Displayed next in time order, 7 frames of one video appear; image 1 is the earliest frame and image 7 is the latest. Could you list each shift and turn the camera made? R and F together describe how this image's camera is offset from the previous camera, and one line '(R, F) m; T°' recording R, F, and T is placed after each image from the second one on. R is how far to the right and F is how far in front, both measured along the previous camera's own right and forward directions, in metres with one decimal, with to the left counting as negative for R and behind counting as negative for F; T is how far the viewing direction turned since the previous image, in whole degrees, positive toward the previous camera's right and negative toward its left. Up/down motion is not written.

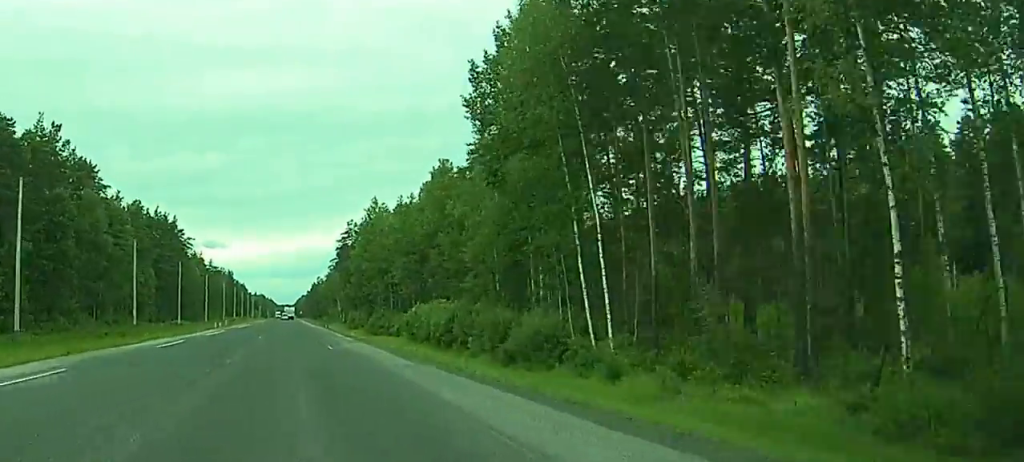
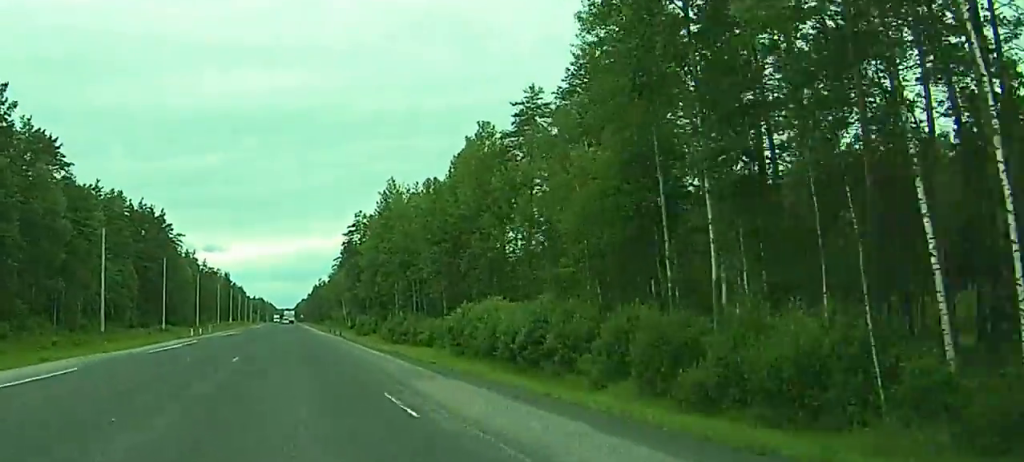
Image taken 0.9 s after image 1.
(-0.1, +22.2) m; 0°
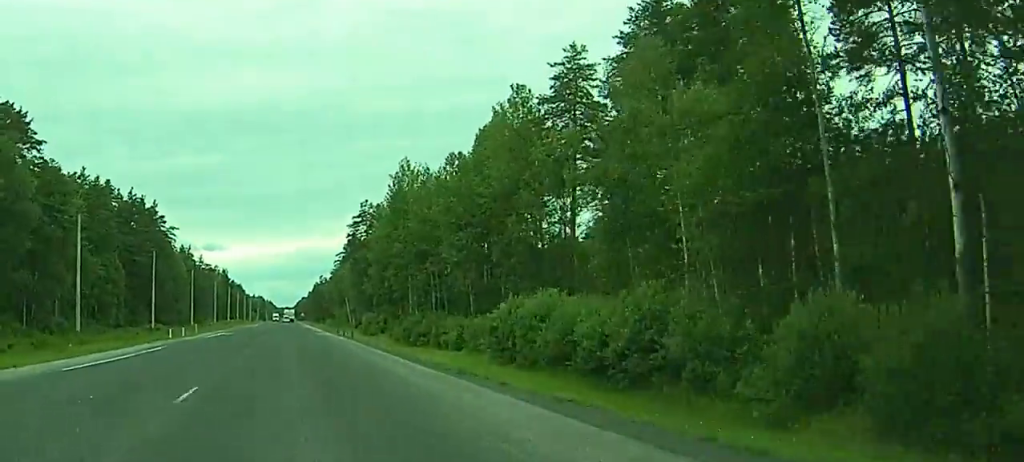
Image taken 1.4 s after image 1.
(0.0, +12.9) m; 0°
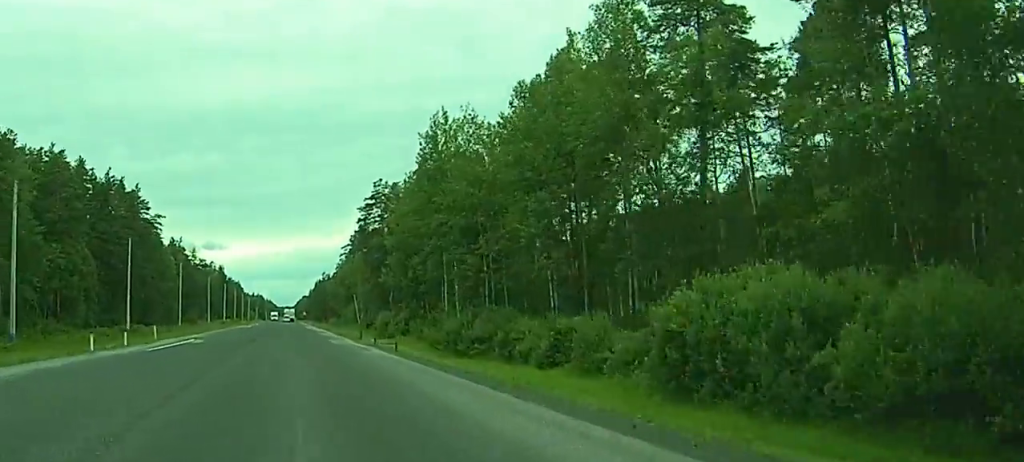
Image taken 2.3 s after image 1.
(0.0, +23.2) m; 0°
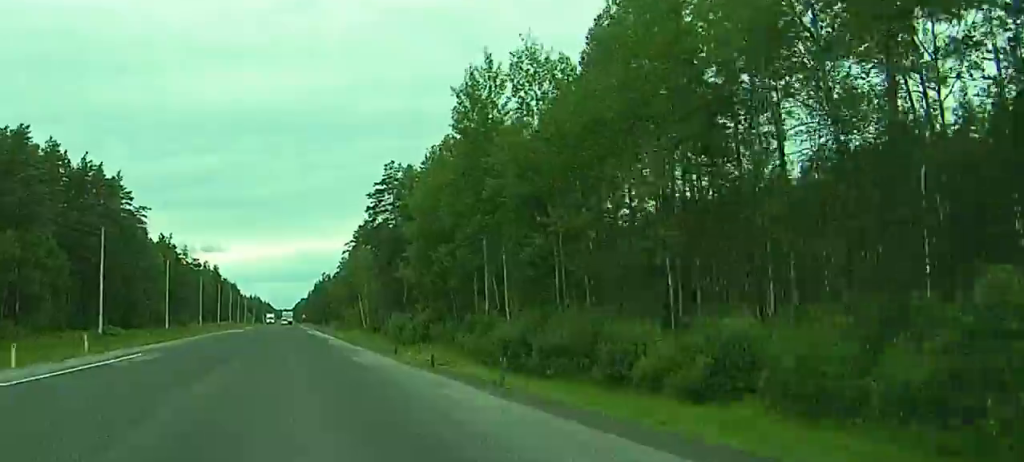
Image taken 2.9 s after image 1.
(0.0, +17.2) m; 0°
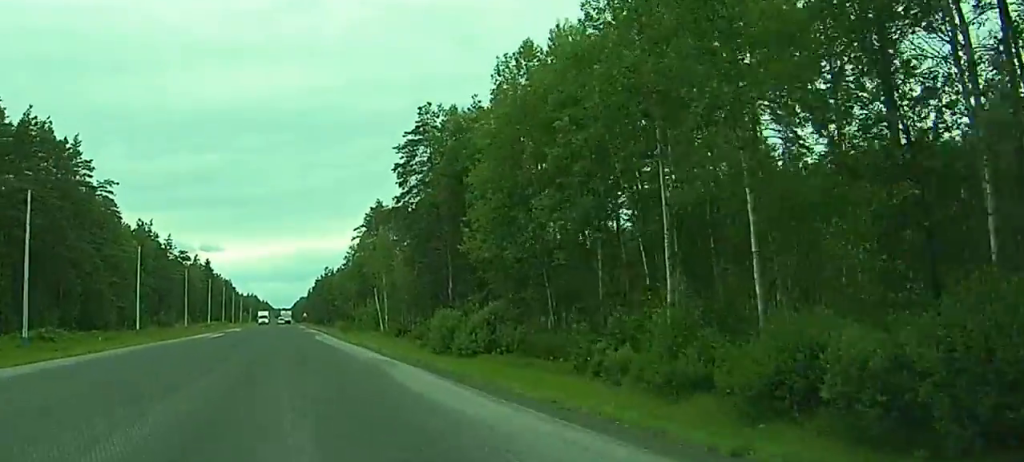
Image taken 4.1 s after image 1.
(0.0, +31.0) m; 0°
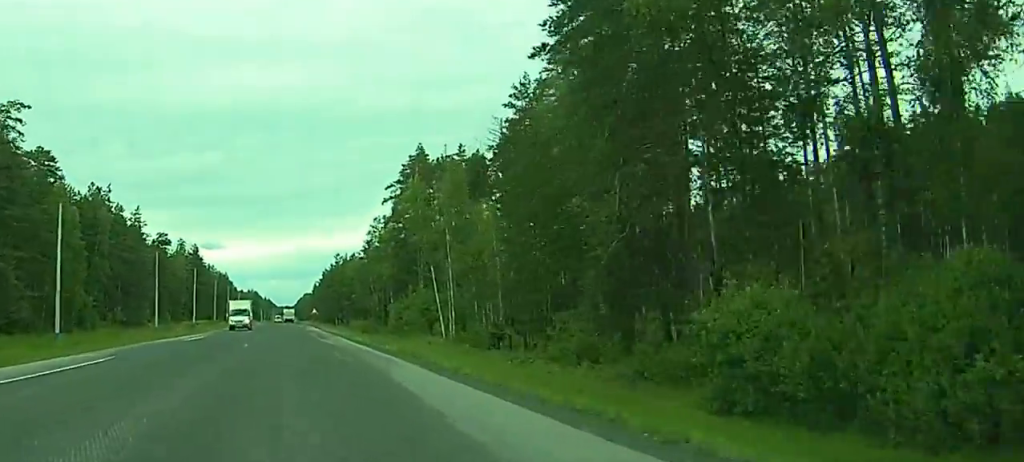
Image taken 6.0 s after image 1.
(0.0, +49.1) m; 0°
